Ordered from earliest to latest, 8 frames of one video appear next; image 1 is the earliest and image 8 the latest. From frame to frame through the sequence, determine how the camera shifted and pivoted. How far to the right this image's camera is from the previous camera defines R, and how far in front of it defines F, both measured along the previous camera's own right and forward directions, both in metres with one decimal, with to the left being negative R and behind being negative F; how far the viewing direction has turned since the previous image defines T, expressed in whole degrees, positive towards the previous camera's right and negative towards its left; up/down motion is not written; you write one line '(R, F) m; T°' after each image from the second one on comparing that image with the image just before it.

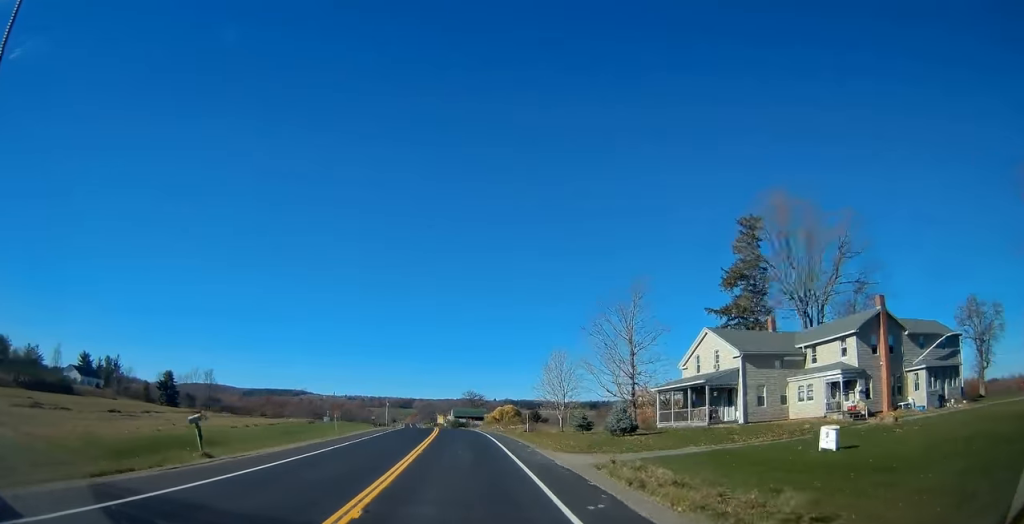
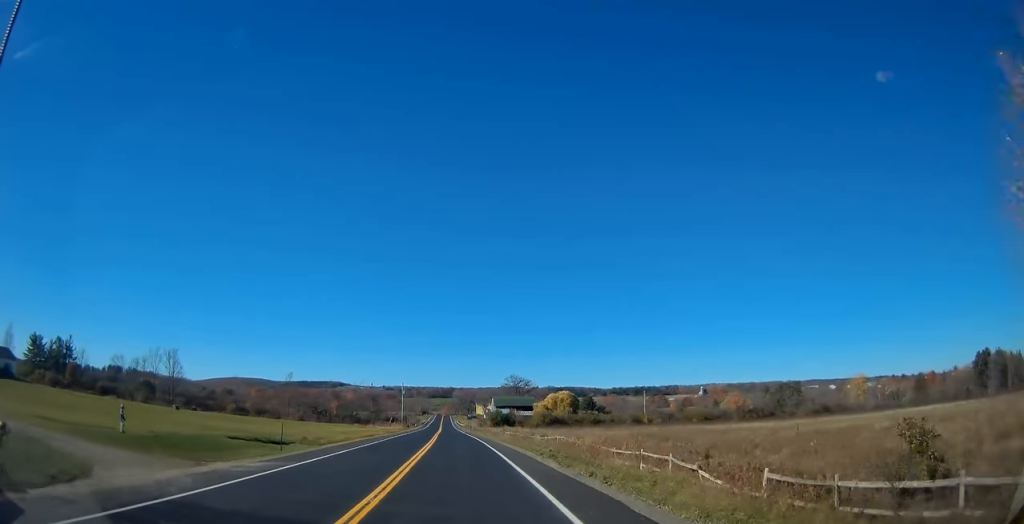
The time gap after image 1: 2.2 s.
(-3.0, +54.4) m; -4°
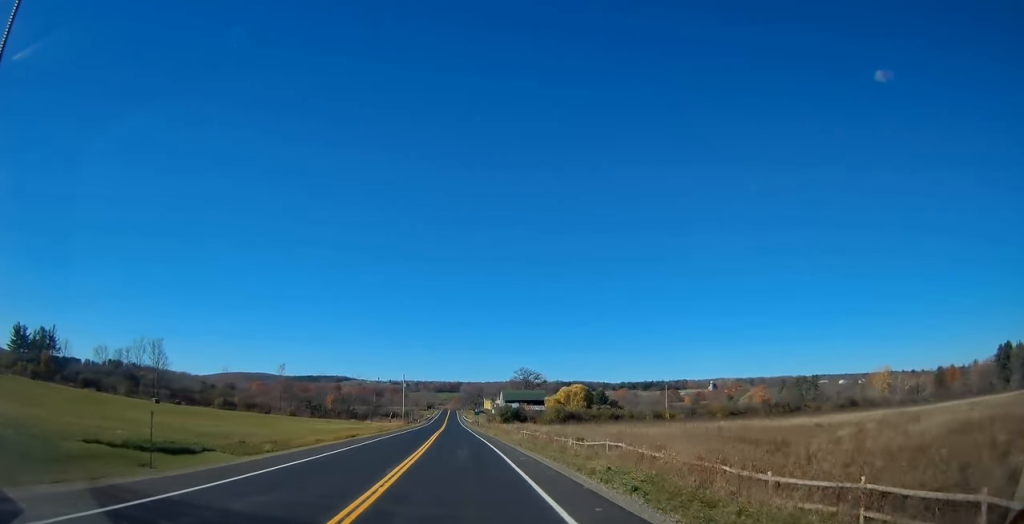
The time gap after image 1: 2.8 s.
(0.0, +13.0) m; 0°
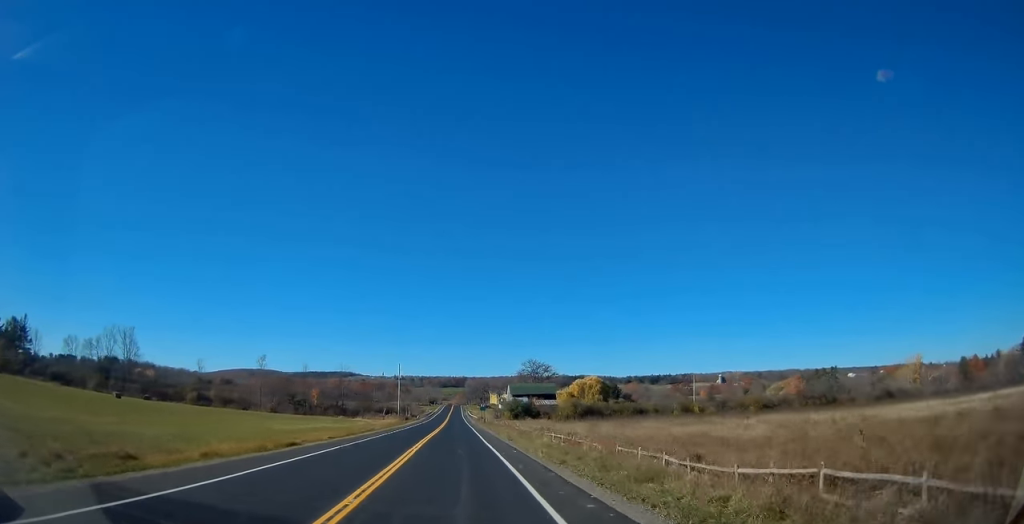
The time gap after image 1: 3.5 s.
(0.0, +17.0) m; -1°
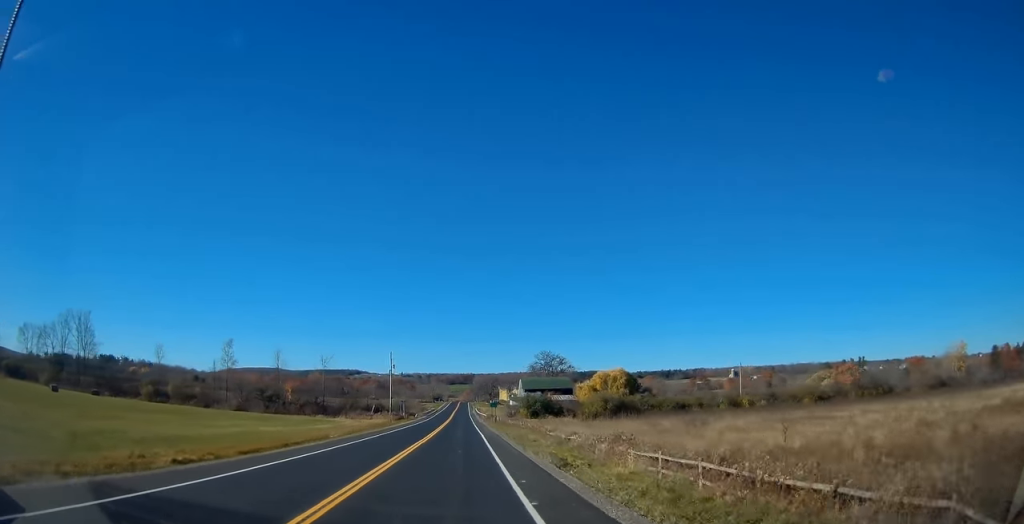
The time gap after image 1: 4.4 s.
(-0.3, +21.8) m; -2°
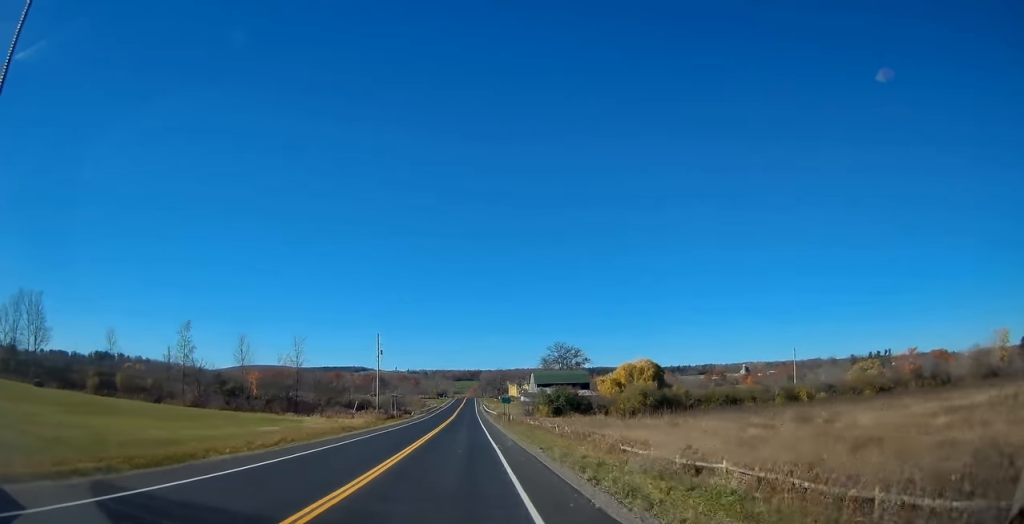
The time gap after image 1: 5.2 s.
(-0.4, +19.7) m; 0°
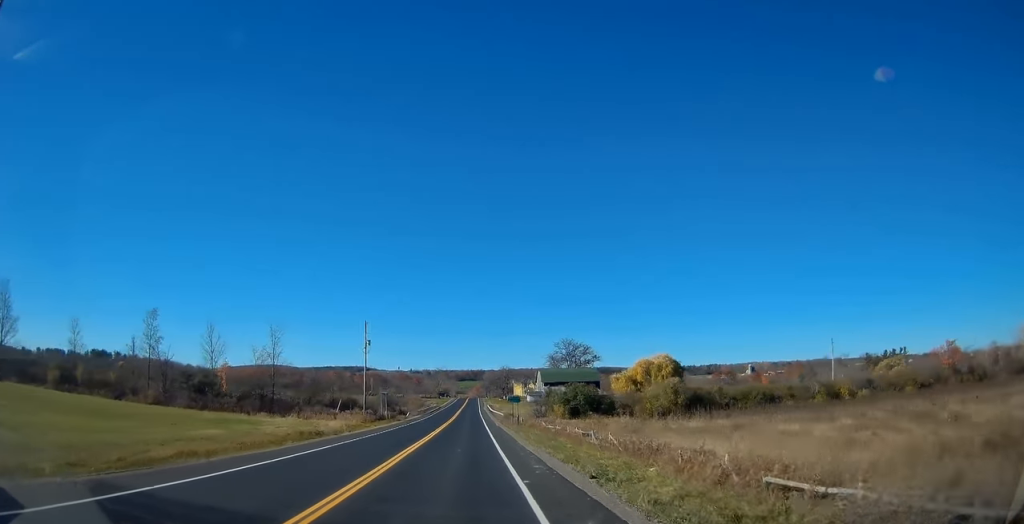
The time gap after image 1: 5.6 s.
(0.0, +11.5) m; 0°
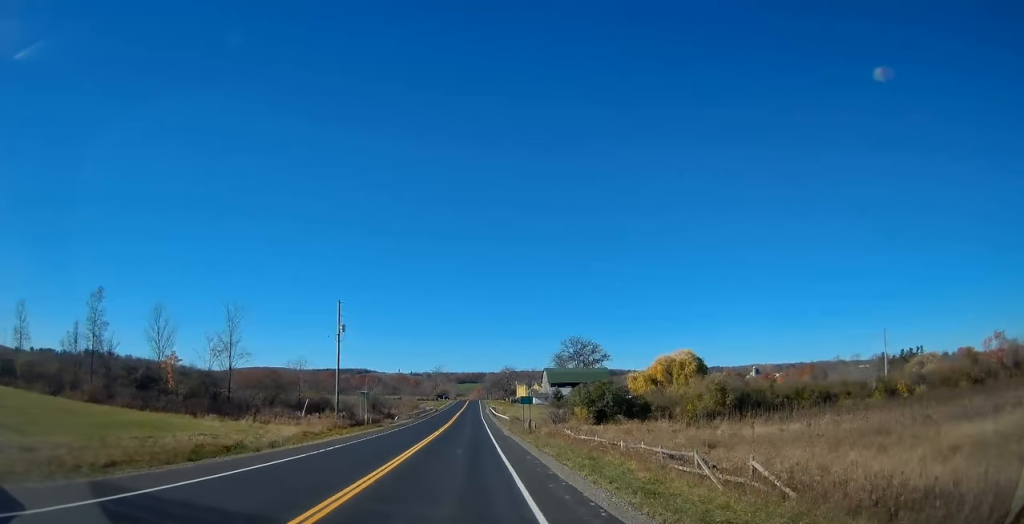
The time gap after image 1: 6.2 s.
(+0.3, +14.0) m; 0°
